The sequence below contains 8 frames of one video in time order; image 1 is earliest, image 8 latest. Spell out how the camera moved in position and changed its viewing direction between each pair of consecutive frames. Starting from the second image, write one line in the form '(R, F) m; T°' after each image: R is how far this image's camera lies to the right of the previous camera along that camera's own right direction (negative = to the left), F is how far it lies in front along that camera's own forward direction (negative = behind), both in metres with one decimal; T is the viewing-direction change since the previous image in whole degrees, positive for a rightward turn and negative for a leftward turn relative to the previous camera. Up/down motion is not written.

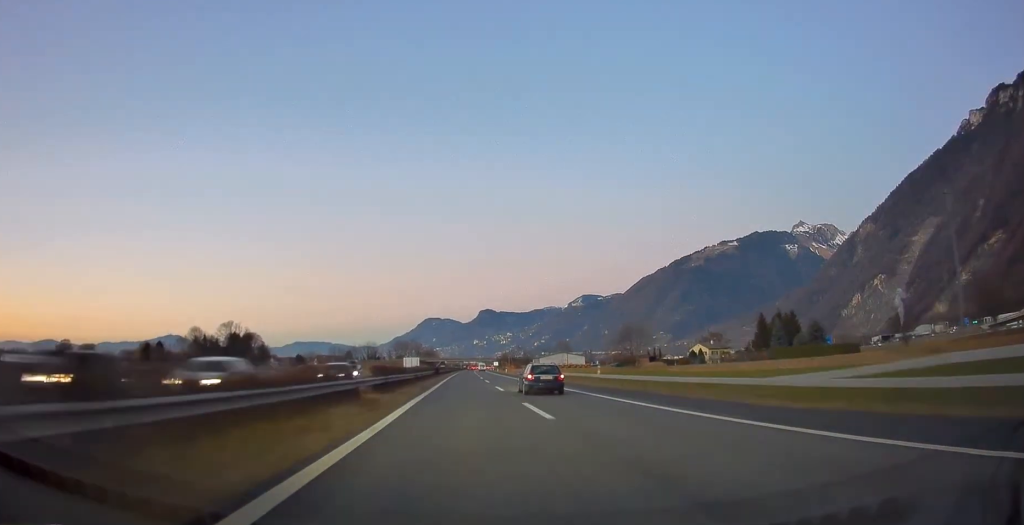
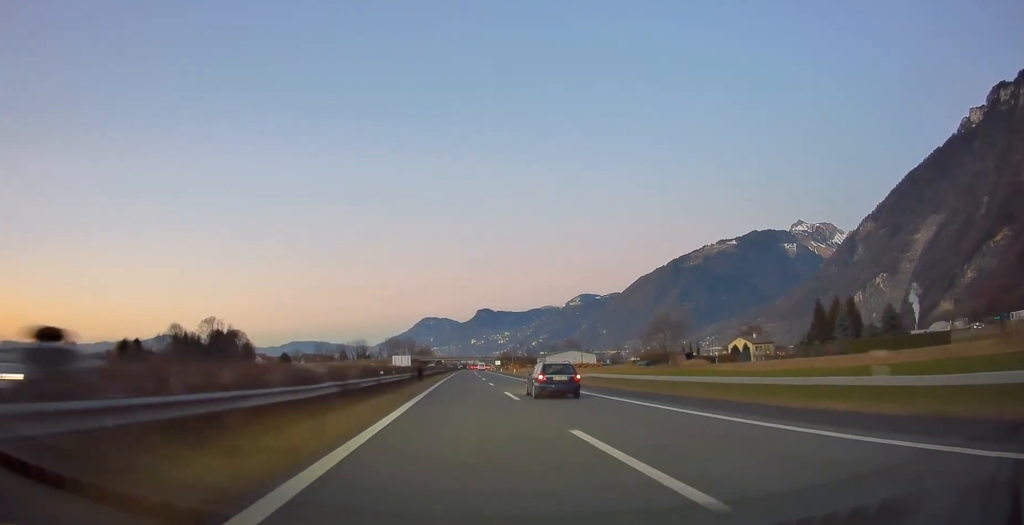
(+0.1, +28.1) m; 0°
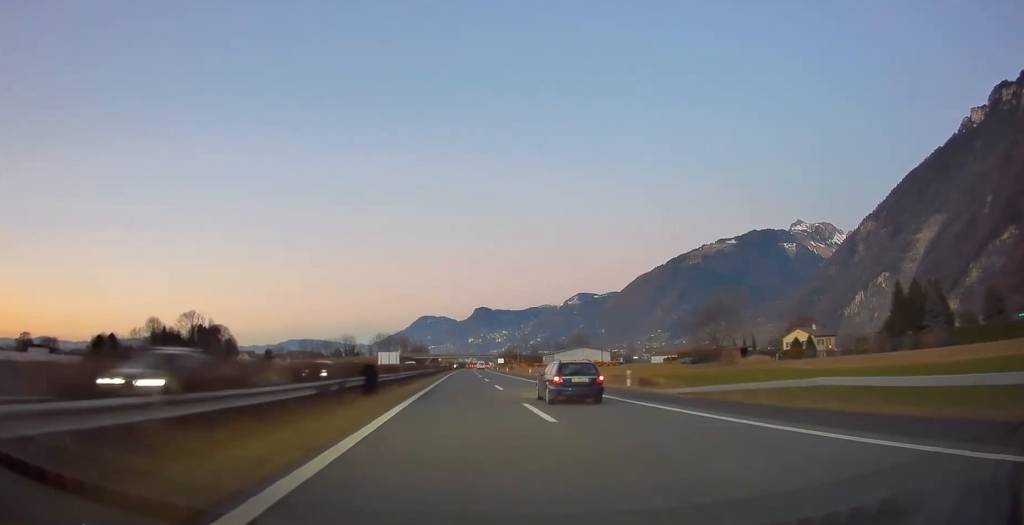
(+0.1, +28.1) m; 0°
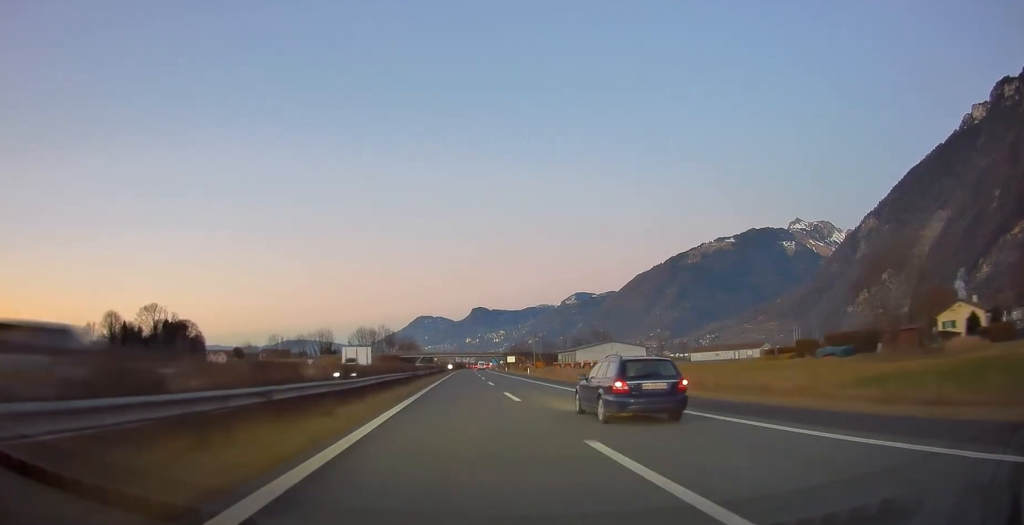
(+0.1, +46.2) m; 0°
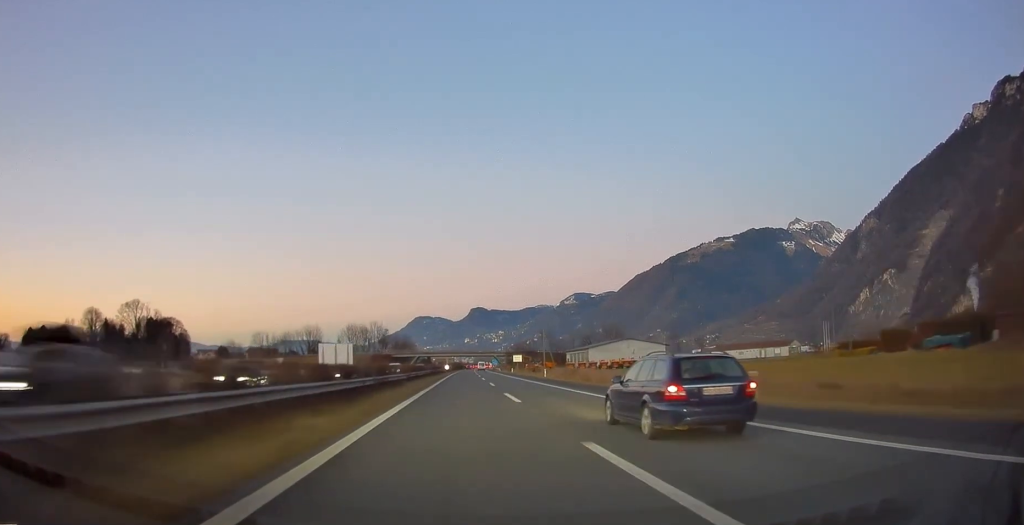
(0.0, +18.0) m; 0°
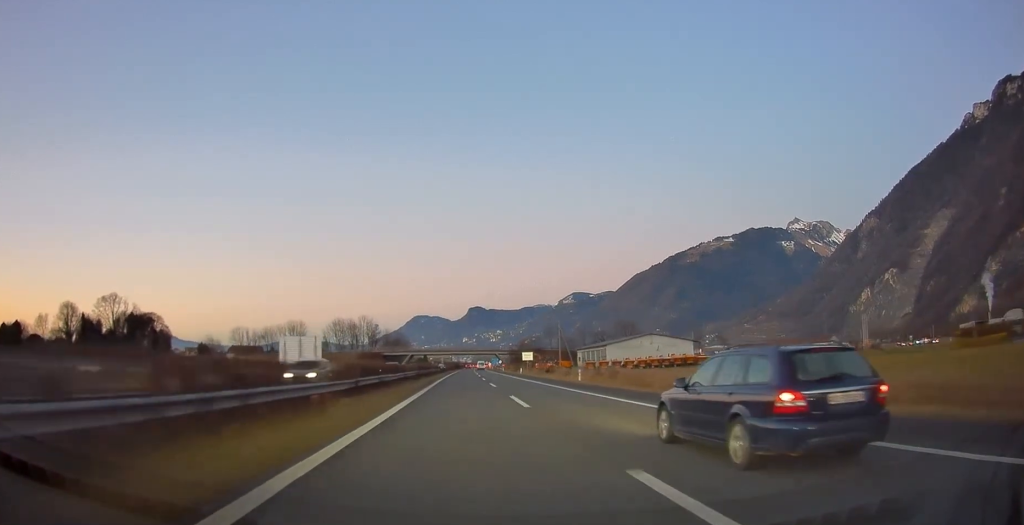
(0.0, +21.4) m; 0°
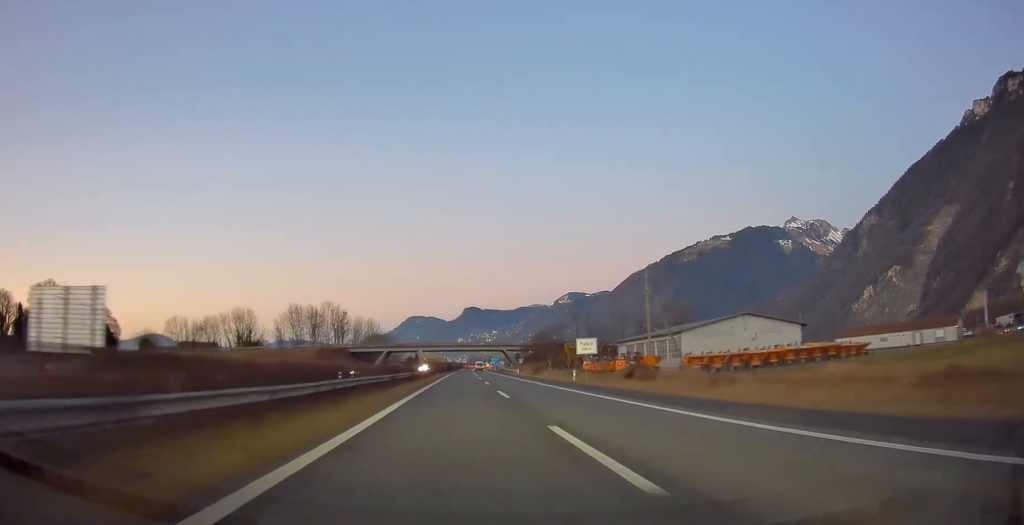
(0.0, +48.4) m; 0°
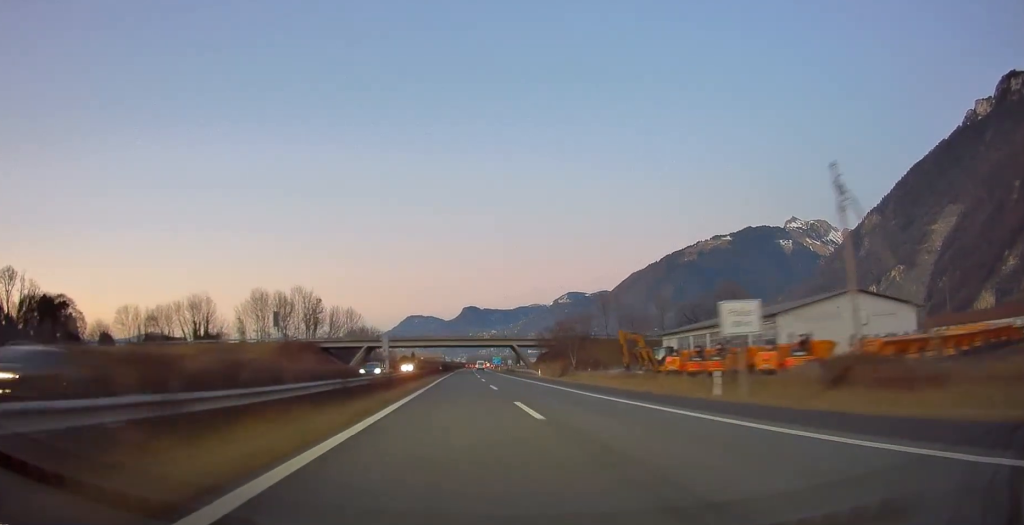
(+0.1, +28.1) m; 0°
